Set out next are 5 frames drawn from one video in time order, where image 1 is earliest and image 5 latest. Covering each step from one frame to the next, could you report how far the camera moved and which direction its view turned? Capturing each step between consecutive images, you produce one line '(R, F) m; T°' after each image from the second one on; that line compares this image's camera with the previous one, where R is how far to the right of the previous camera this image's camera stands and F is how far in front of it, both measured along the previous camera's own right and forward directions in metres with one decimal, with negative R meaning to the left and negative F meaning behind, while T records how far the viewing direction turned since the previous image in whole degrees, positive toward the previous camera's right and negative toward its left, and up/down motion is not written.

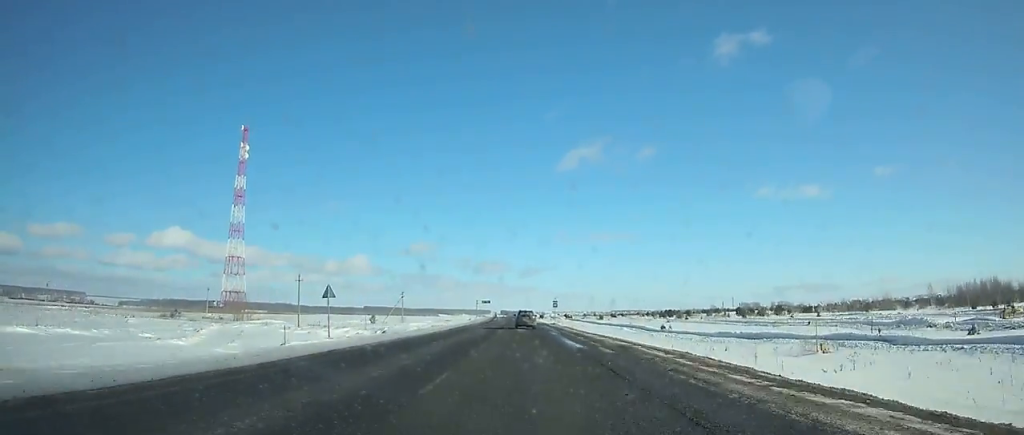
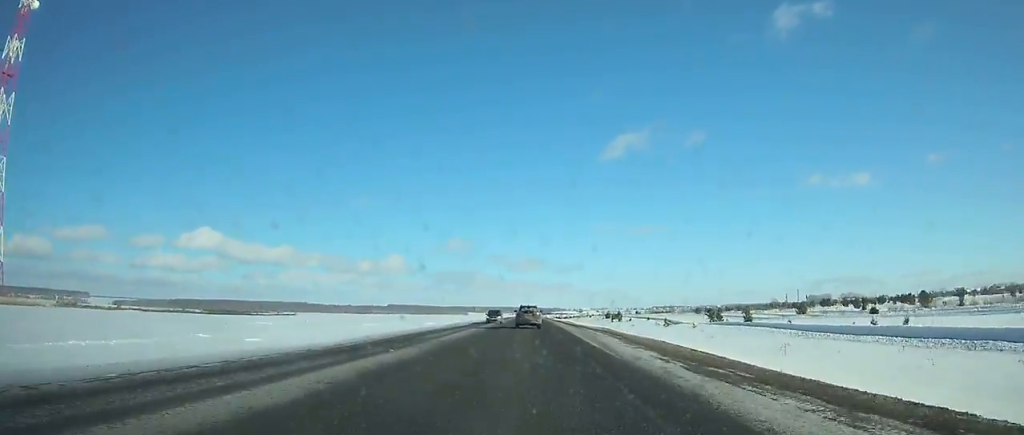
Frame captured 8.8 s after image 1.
(-5.8, +206.9) m; -3°
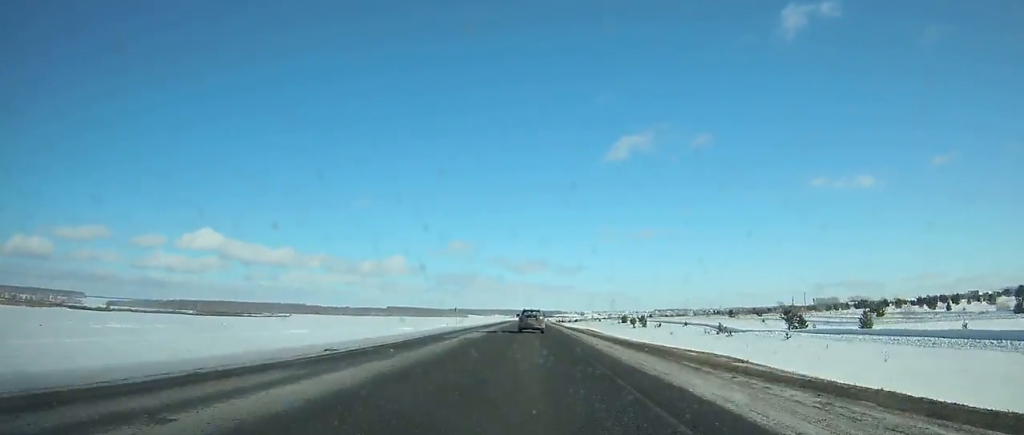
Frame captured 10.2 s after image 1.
(-0.1, +33.3) m; 0°
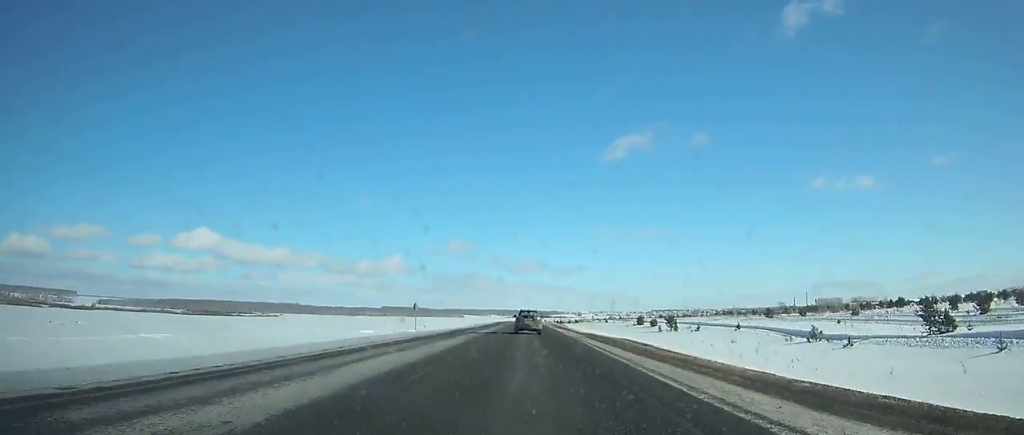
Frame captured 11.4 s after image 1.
(0.0, +28.6) m; 0°
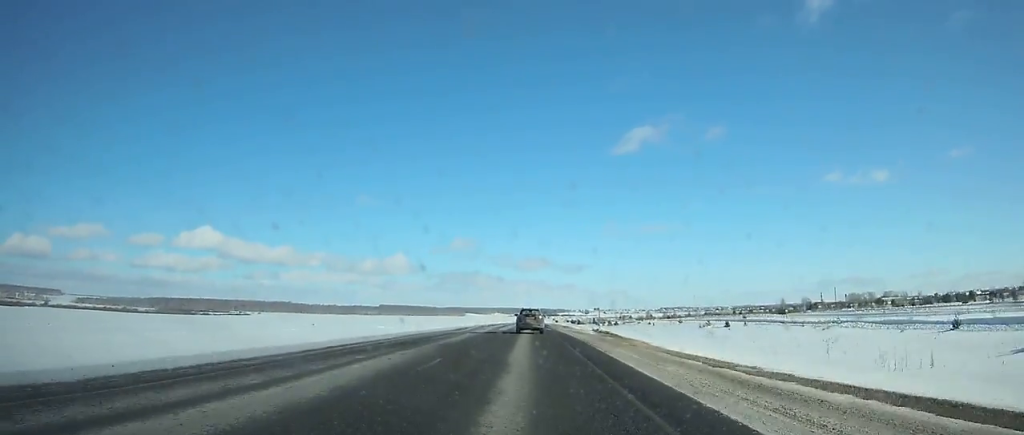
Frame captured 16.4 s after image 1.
(-0.2, +119.0) m; 0°
